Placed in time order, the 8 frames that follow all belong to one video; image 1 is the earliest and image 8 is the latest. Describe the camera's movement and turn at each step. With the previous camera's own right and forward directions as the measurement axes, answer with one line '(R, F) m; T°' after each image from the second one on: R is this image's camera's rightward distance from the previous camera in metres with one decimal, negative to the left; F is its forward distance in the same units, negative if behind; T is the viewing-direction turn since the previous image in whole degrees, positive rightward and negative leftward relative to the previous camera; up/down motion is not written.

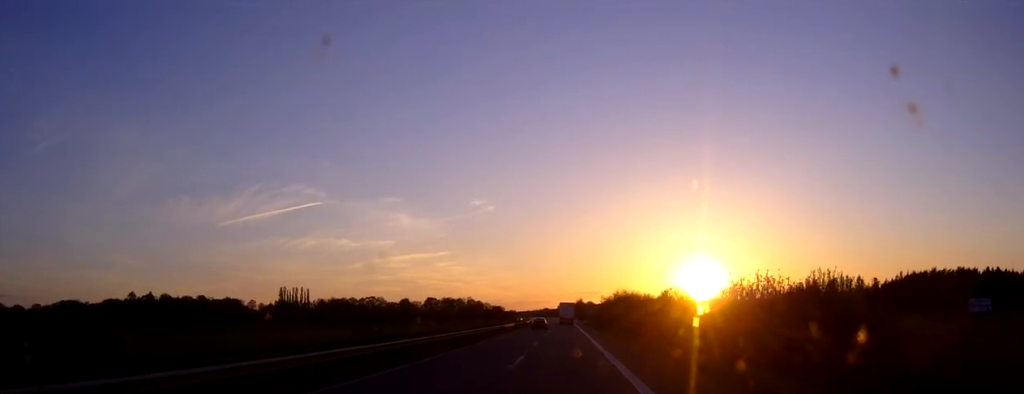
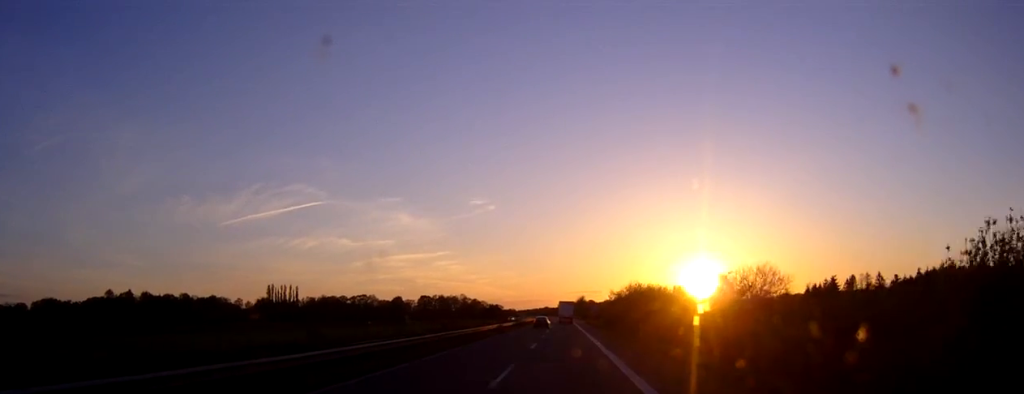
(0.0, +25.0) m; 0°
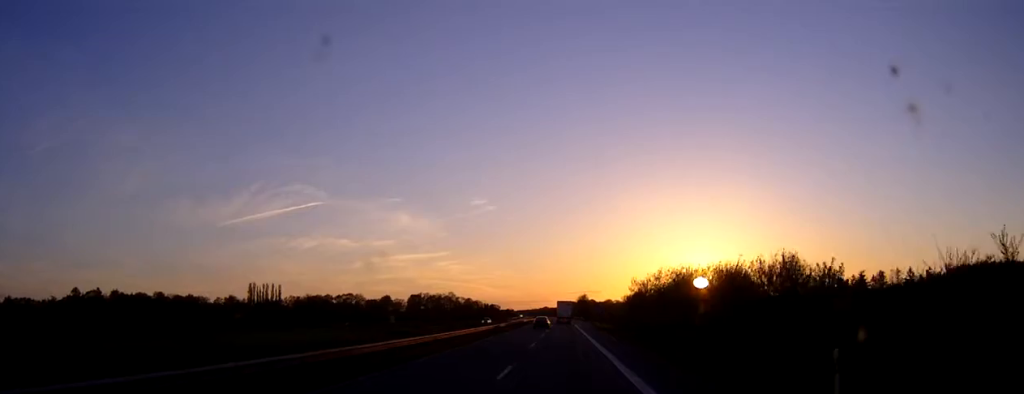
(0.0, +34.1) m; 0°
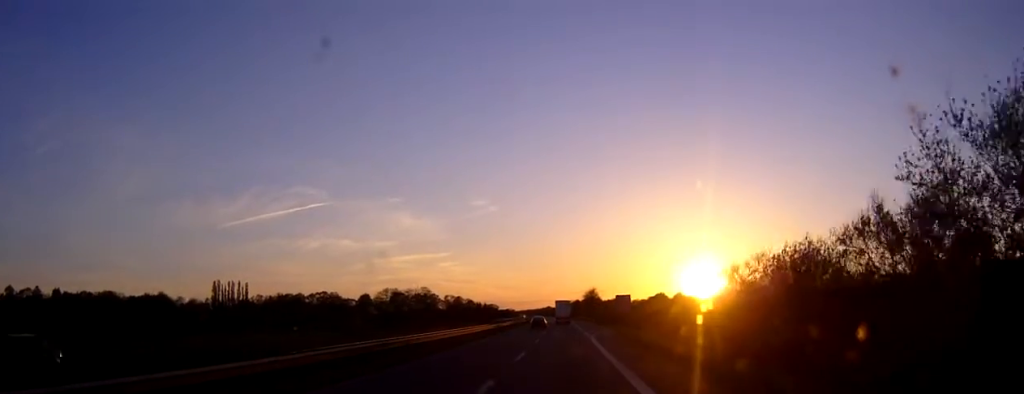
(-0.4, +60.2) m; 0°
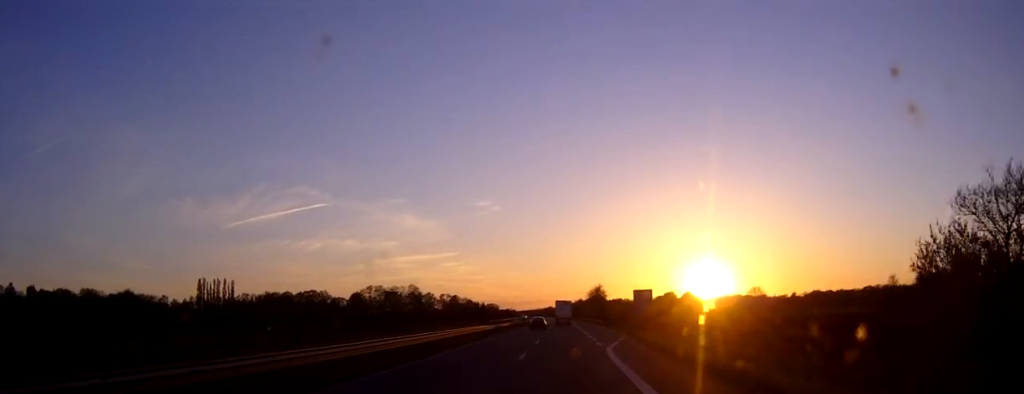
(0.0, +23.4) m; 0°
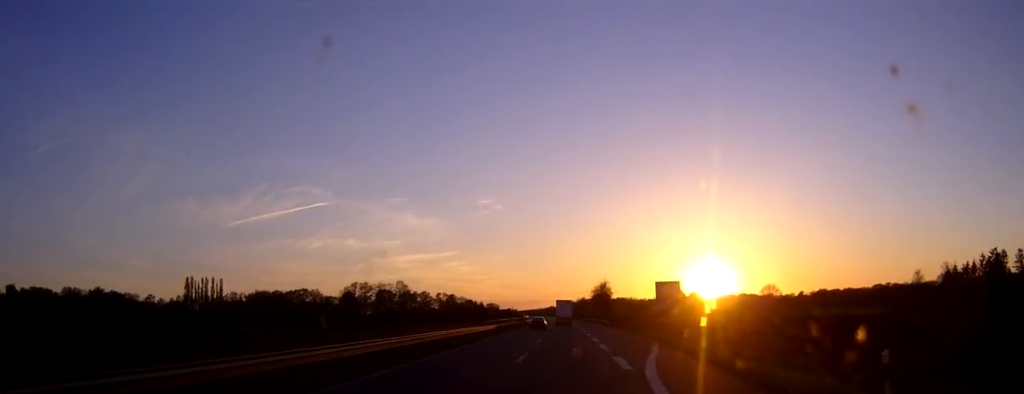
(0.0, +18.0) m; 0°
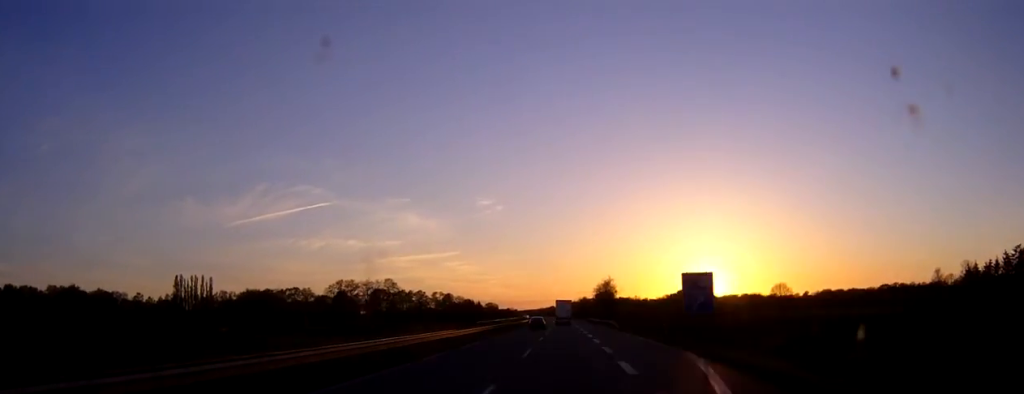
(0.0, +13.5) m; 0°
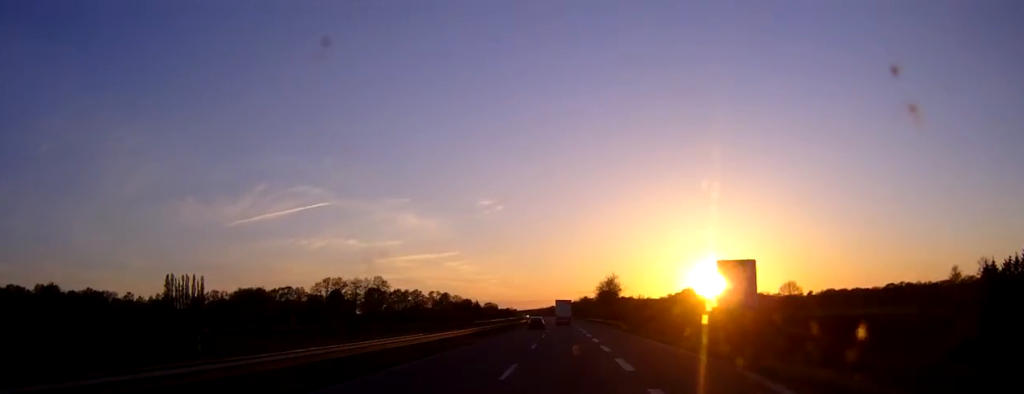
(0.0, +10.8) m; 0°
